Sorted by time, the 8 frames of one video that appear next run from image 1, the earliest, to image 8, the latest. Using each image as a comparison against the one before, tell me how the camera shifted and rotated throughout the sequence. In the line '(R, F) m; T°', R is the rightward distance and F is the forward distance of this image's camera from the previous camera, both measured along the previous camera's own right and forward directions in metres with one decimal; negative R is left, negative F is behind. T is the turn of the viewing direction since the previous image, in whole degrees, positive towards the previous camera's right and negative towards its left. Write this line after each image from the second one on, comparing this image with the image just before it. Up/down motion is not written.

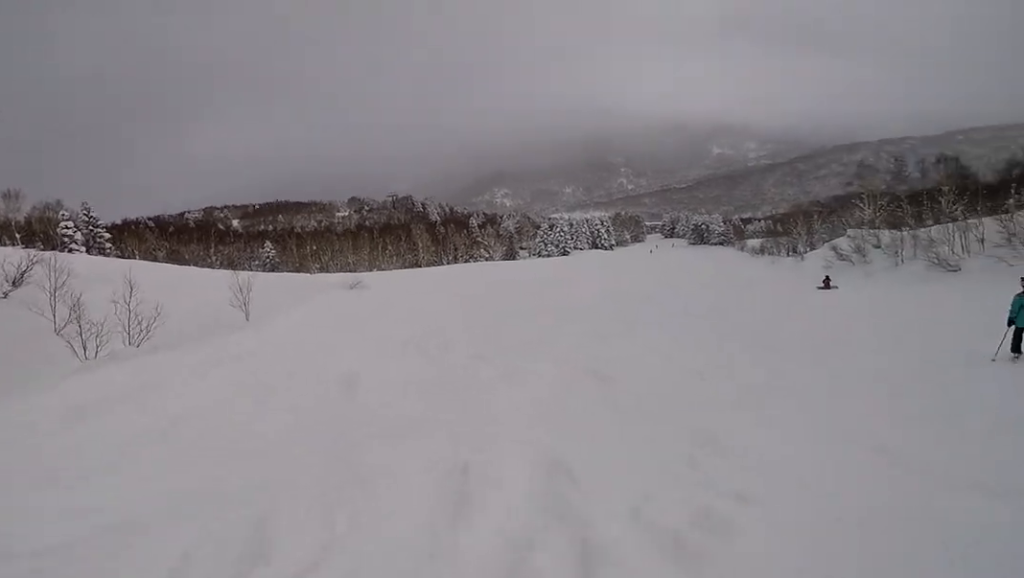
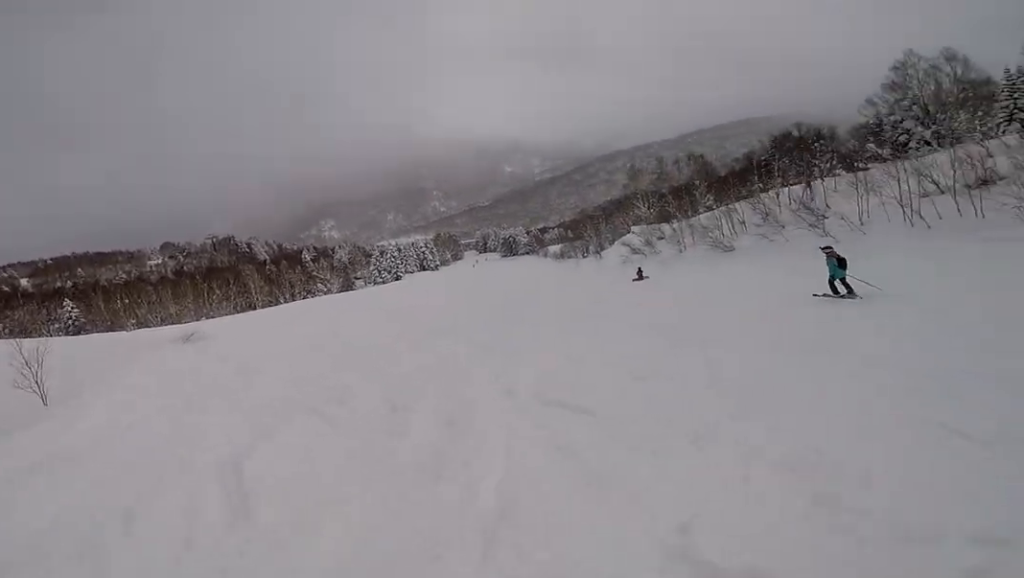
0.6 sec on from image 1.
(+0.3, +2.6) m; +19°
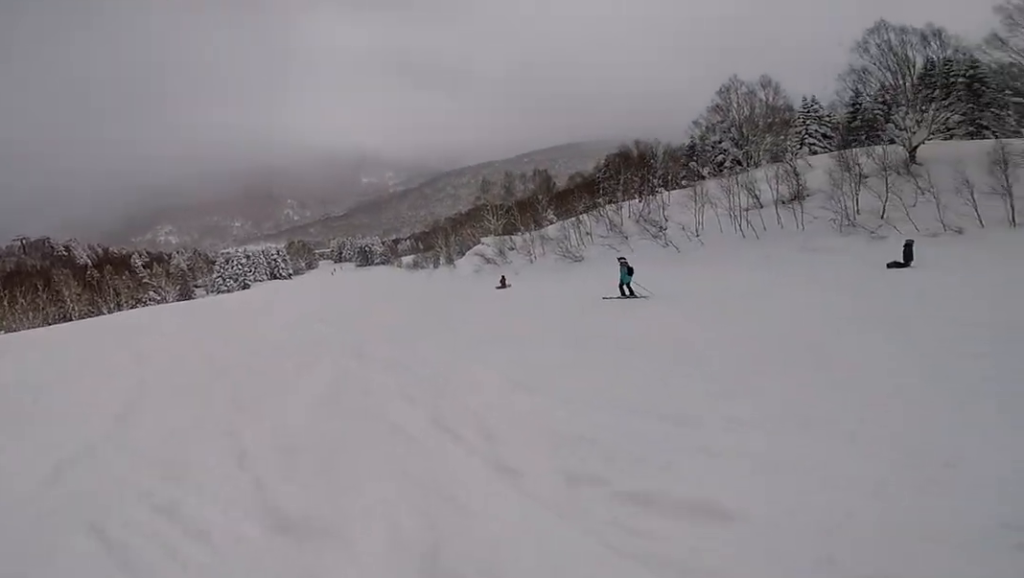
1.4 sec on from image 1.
(+1.0, +3.5) m; +34°
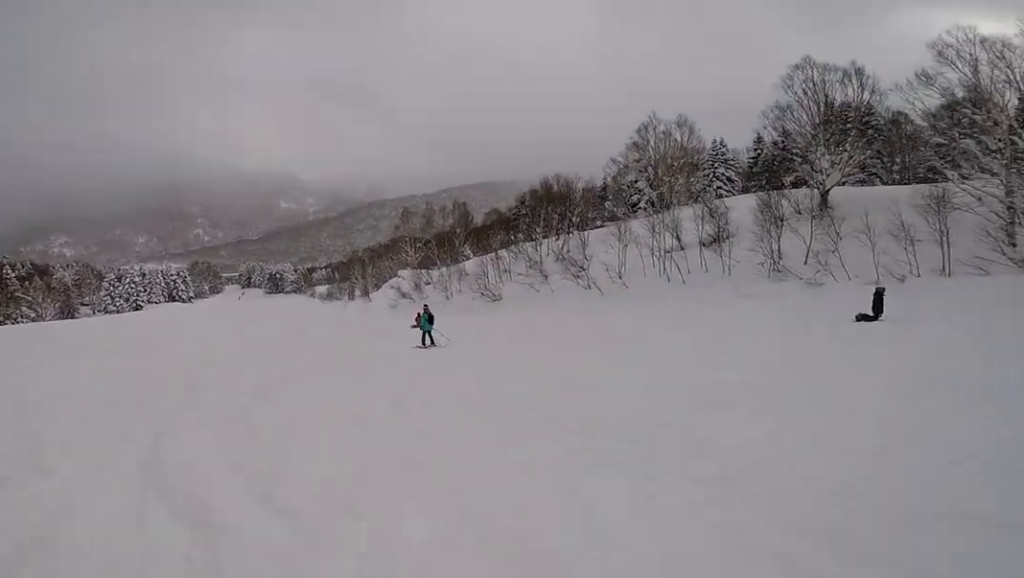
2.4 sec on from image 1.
(+1.6, +4.5) m; +19°
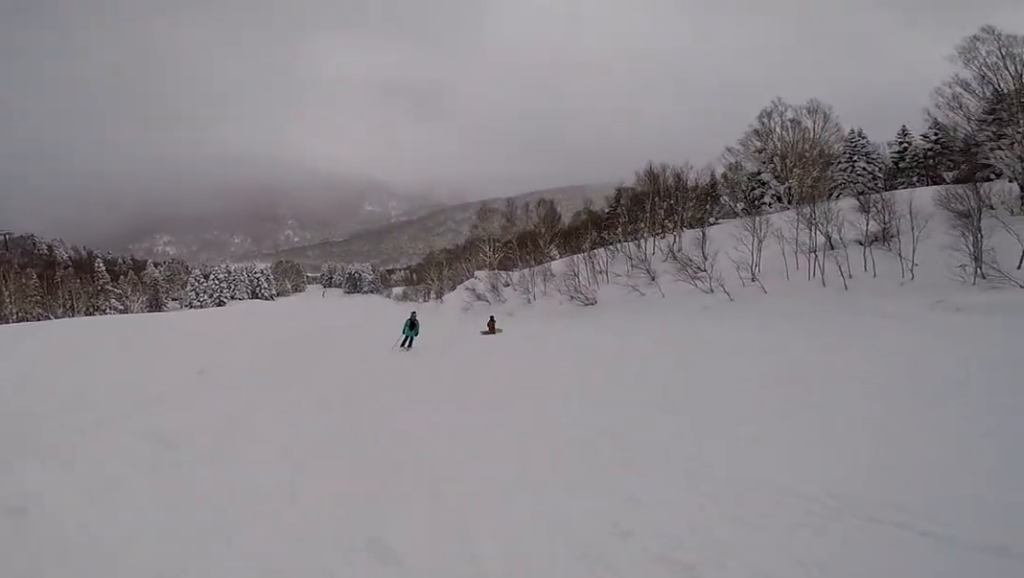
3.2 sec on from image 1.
(+0.1, +5.1) m; -7°
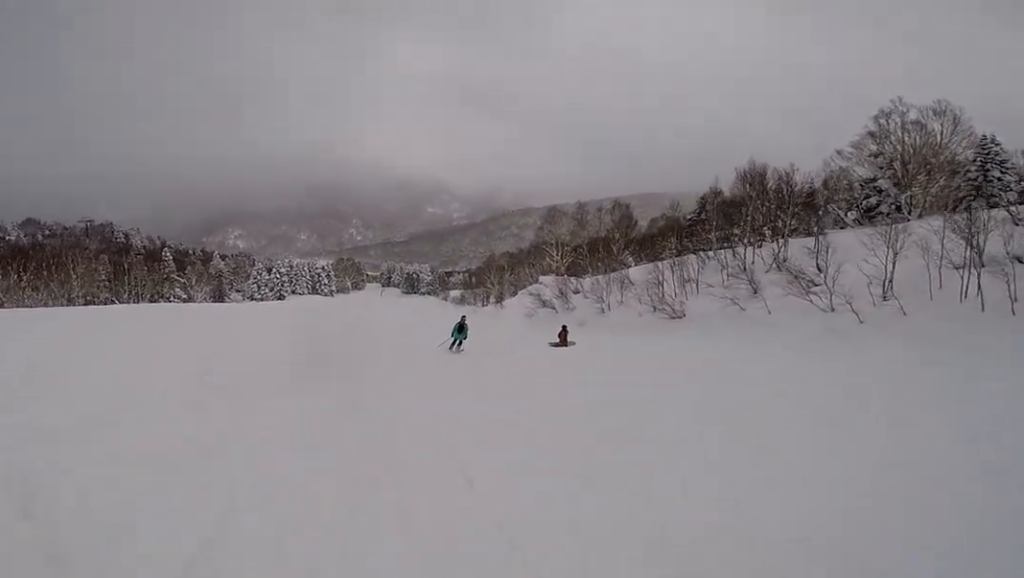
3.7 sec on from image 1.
(-0.4, +3.0) m; -11°
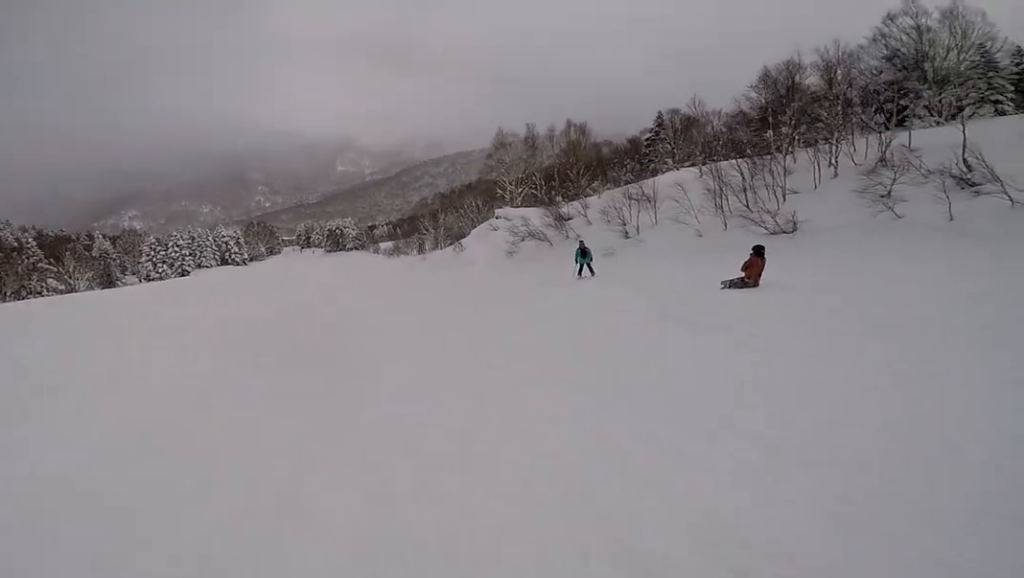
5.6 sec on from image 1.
(-1.5, +11.1) m; +3°
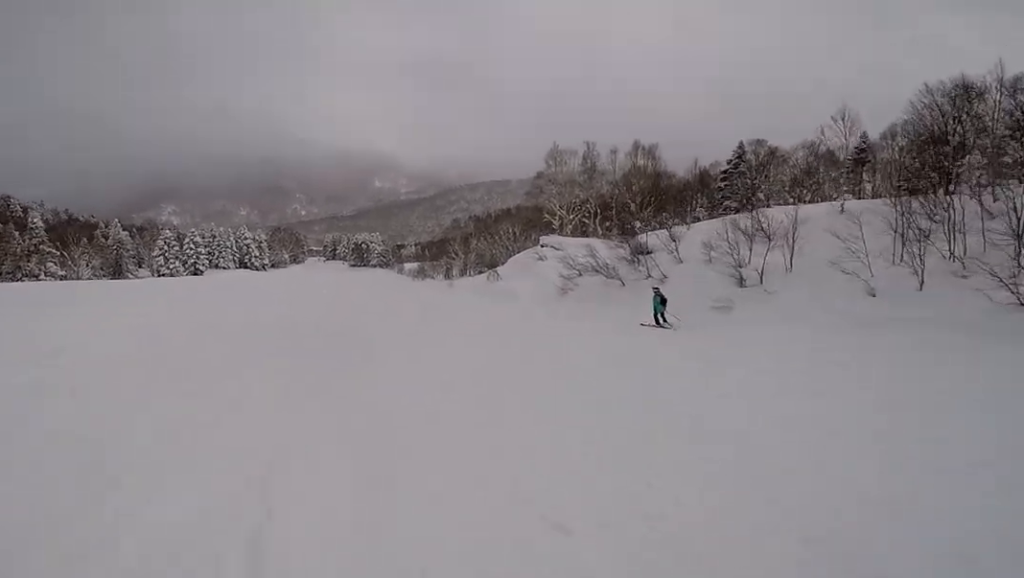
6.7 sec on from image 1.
(+1.1, +8.0) m; +4°
